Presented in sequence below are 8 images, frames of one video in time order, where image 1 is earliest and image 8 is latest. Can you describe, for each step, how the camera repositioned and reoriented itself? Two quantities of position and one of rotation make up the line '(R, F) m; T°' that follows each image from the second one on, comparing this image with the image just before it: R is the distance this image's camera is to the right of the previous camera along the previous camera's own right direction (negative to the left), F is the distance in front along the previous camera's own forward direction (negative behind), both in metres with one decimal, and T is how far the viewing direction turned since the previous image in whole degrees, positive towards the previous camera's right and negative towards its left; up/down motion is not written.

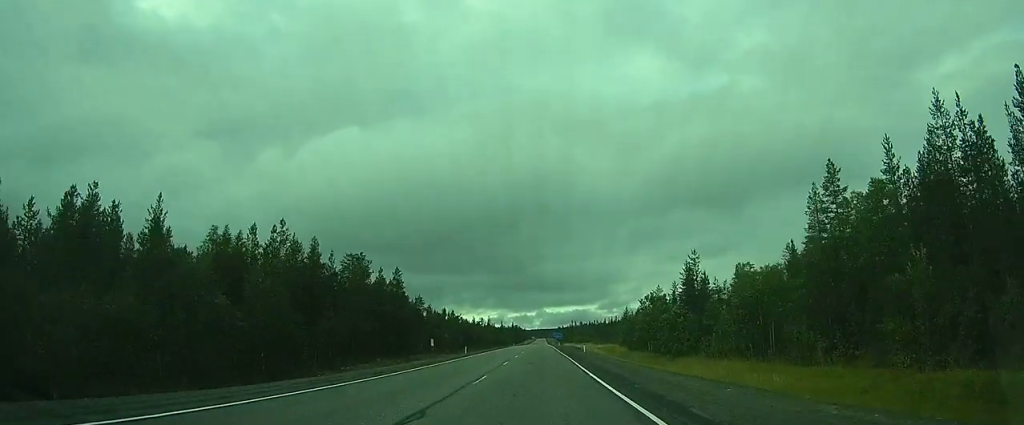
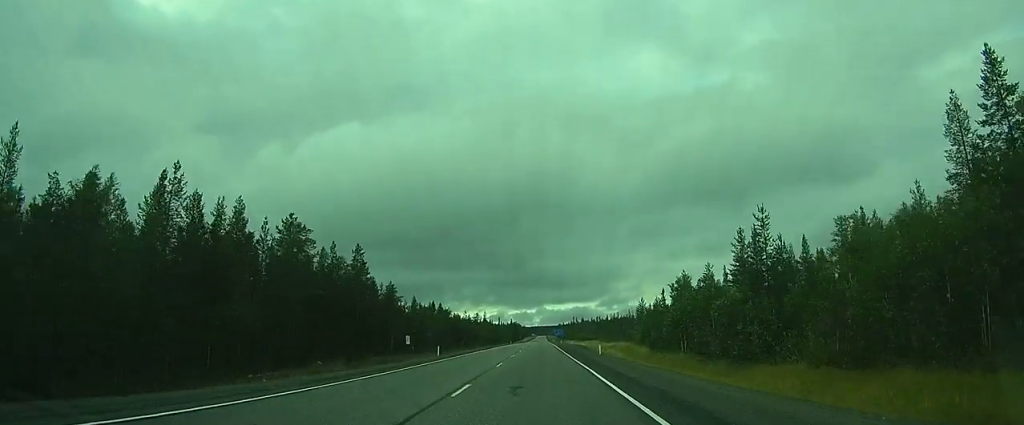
(0.0, +16.2) m; 0°
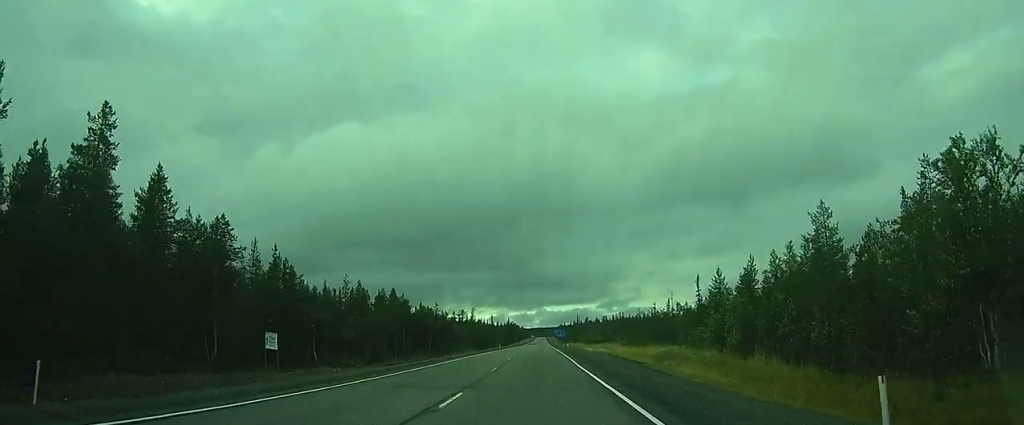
(-0.1, +37.7) m; +1°
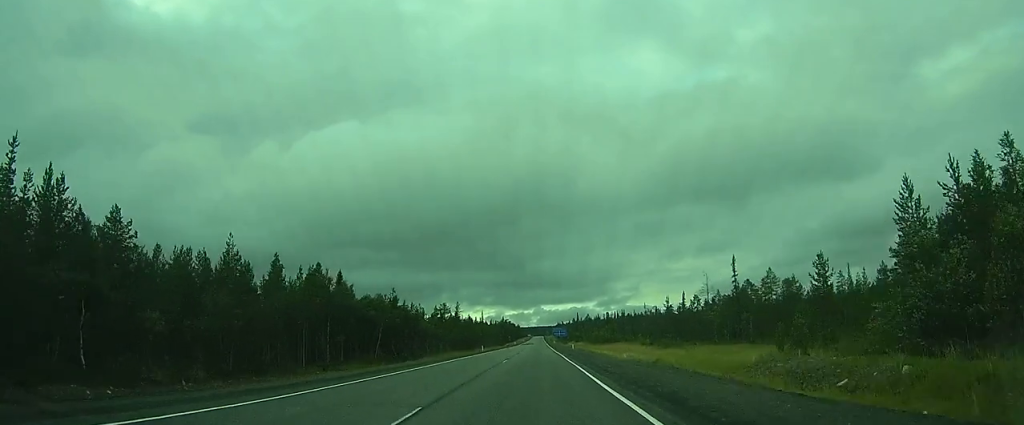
(+0.1, +27.1) m; -1°
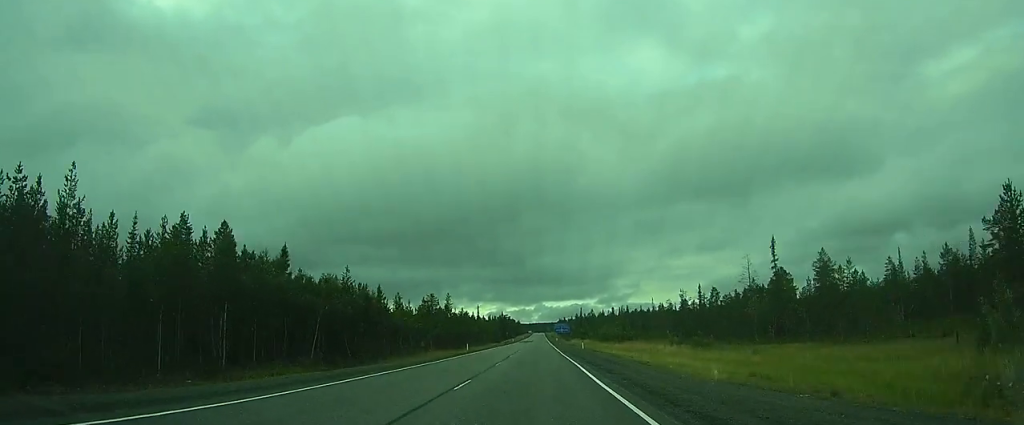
(-0.3, +17.9) m; -1°
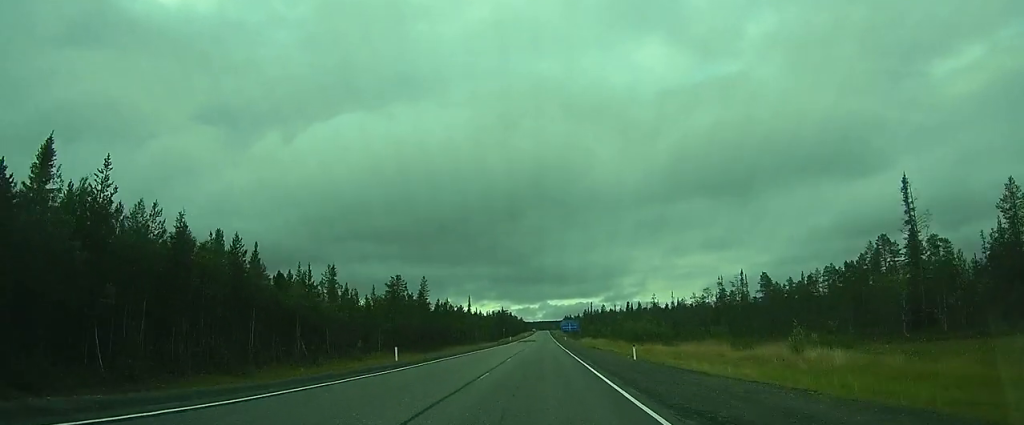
(-0.1, +33.8) m; 0°
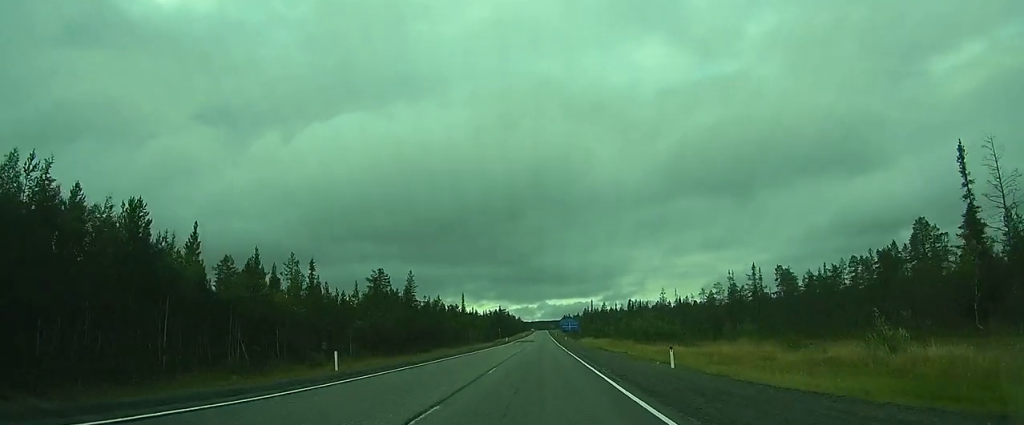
(-0.1, +9.4) m; 0°
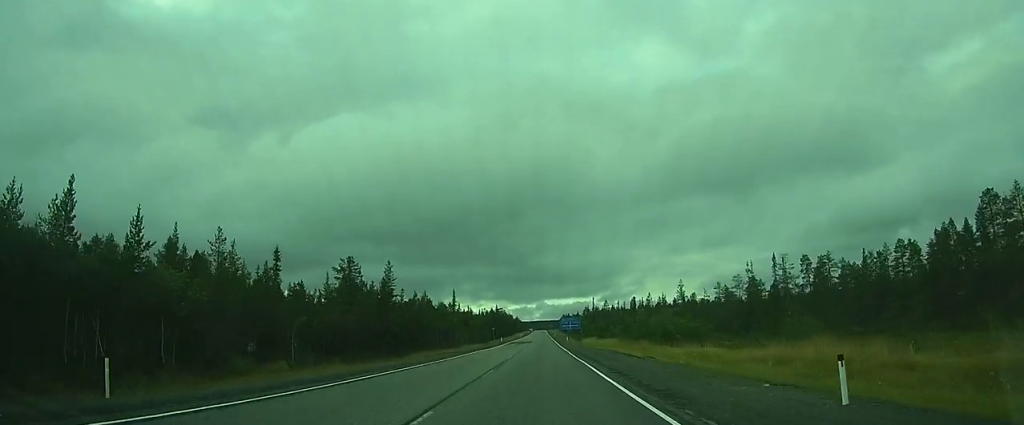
(+0.2, +12.9) m; 0°
